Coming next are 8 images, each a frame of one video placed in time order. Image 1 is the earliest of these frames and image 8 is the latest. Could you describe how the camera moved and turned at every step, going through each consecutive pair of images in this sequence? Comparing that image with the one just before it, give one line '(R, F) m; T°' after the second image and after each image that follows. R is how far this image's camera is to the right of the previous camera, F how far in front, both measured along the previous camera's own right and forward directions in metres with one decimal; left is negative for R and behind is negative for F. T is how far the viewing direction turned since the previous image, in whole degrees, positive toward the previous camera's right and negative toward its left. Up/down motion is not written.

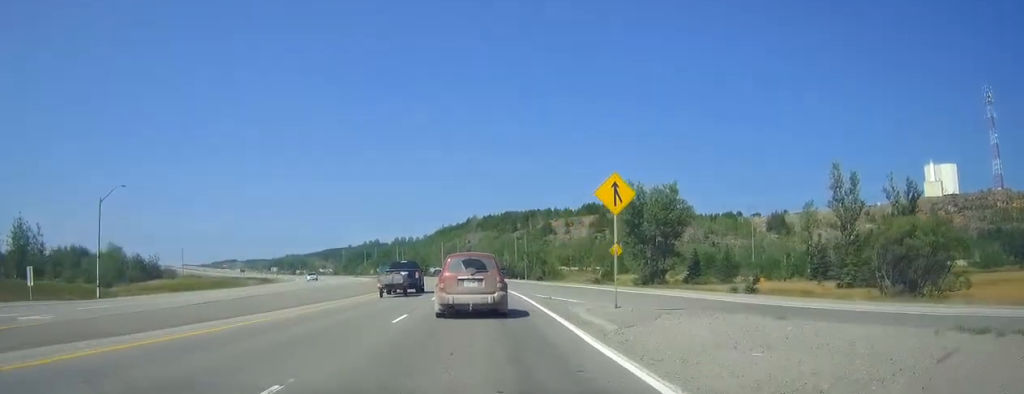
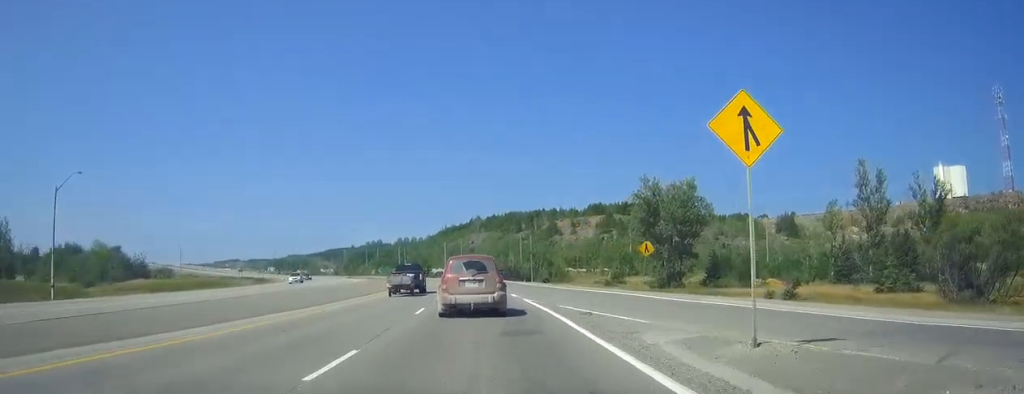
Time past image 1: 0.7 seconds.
(0.0, +7.5) m; 0°
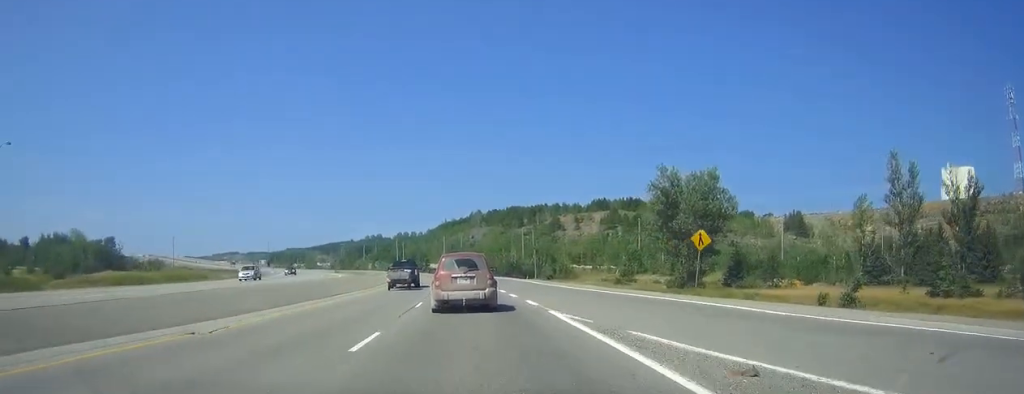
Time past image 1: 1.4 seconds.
(0.0, +9.2) m; -1°
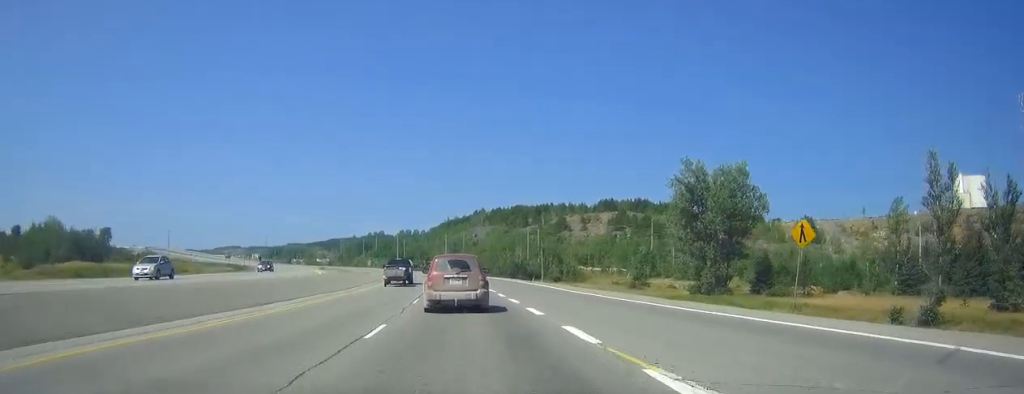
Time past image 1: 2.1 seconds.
(-0.1, +9.3) m; 0°
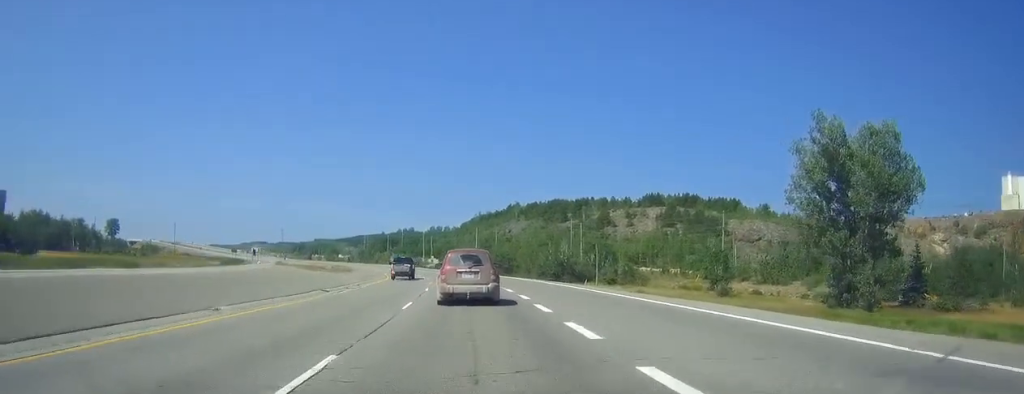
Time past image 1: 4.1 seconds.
(-0.4, +28.3) m; -2°
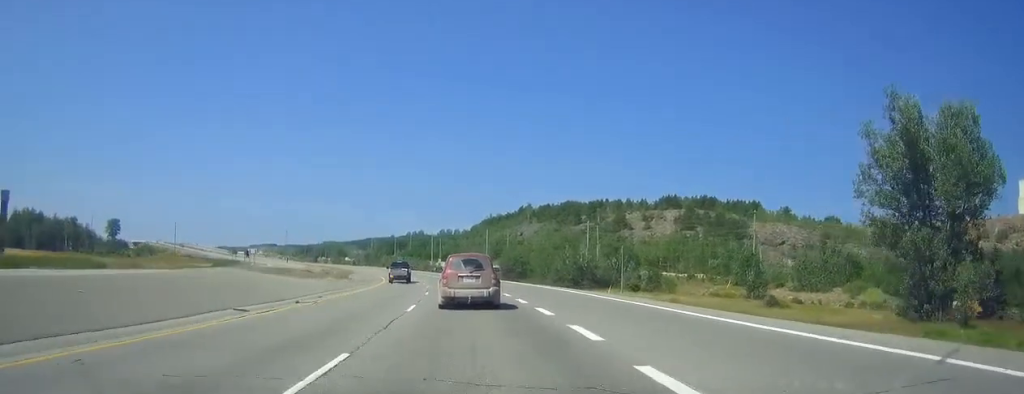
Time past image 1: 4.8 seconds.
(-0.1, +11.1) m; -1°
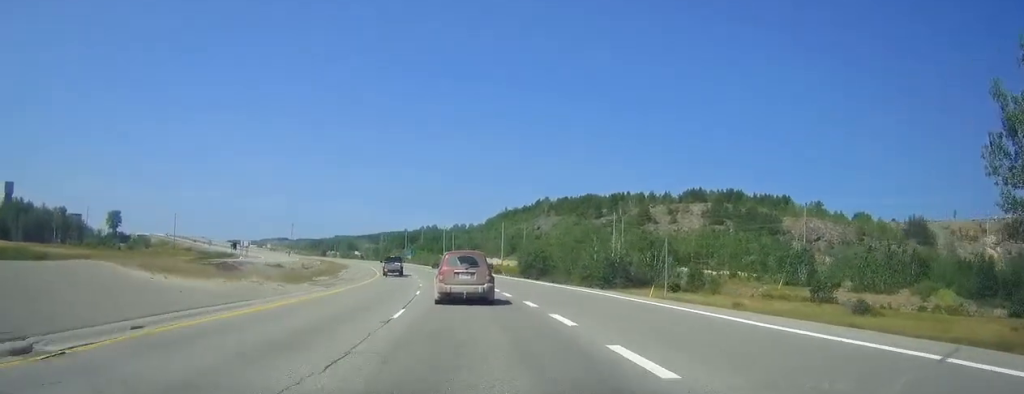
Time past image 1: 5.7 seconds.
(-0.1, +15.8) m; -1°
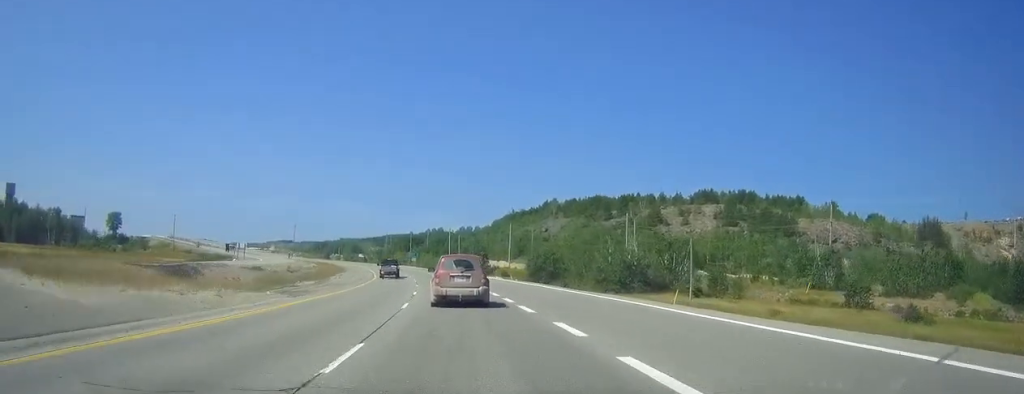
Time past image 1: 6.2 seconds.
(0.0, +7.3) m; -1°
